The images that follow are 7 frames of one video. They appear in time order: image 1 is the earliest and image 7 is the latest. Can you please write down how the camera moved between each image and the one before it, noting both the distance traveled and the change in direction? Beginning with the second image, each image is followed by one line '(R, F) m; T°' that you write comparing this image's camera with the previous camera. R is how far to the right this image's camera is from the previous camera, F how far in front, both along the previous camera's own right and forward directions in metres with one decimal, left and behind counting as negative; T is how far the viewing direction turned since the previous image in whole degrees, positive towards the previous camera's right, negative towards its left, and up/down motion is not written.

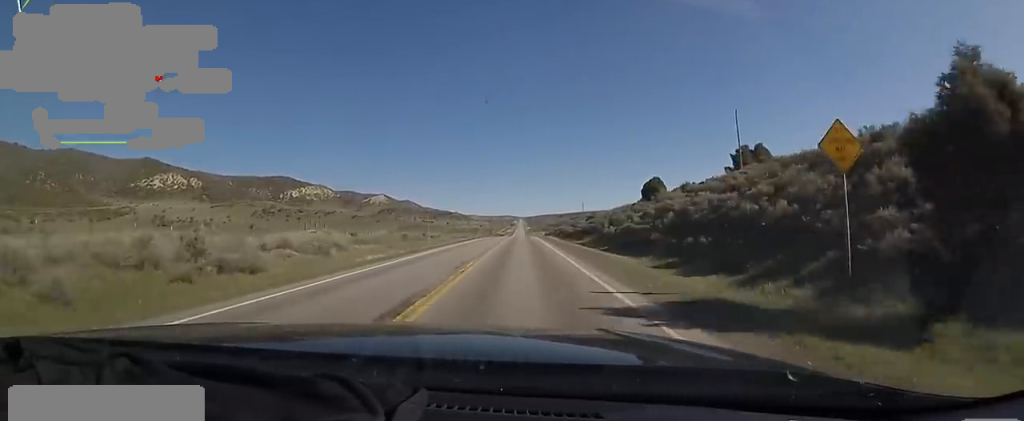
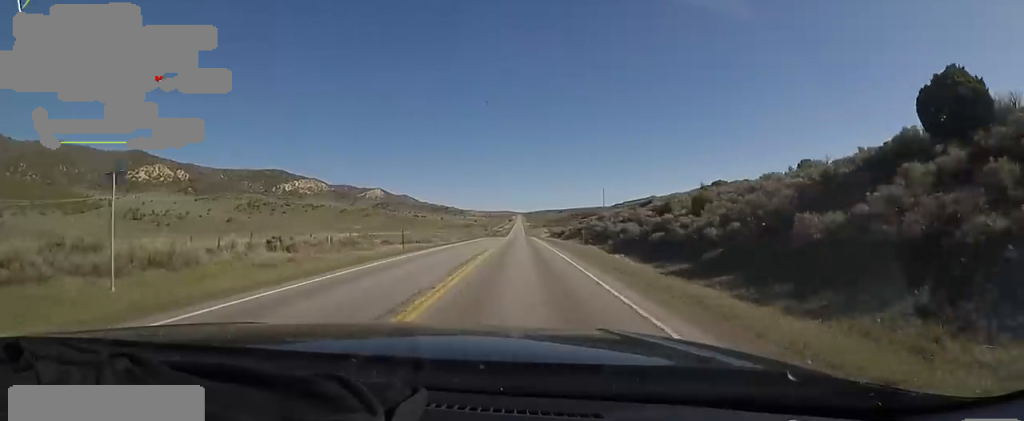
(-0.2, +46.8) m; 0°
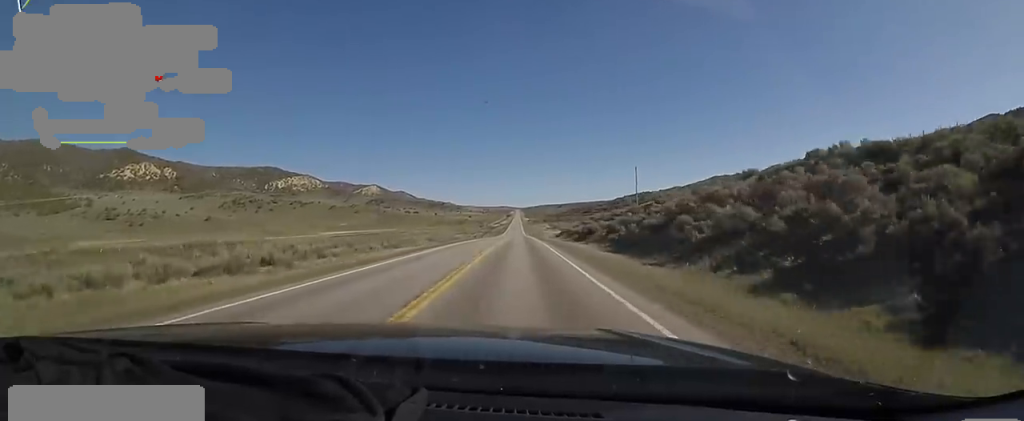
(+0.1, +39.6) m; +1°
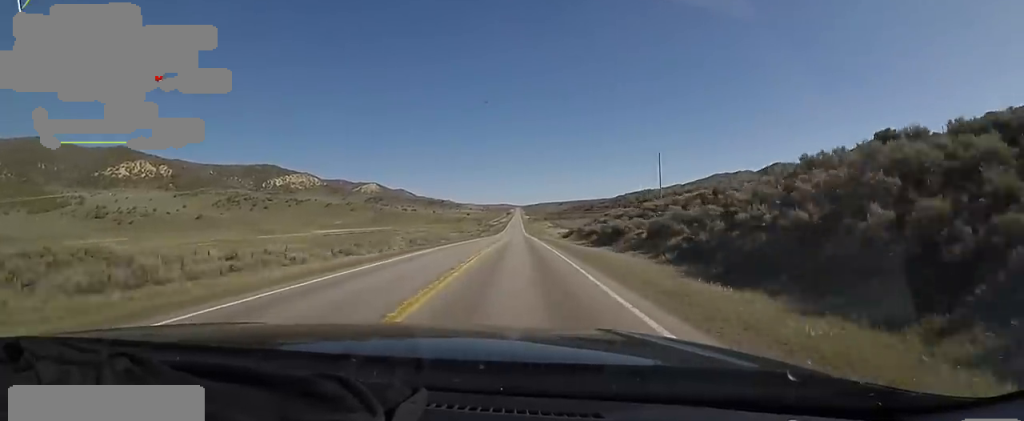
(-0.3, +16.0) m; +1°
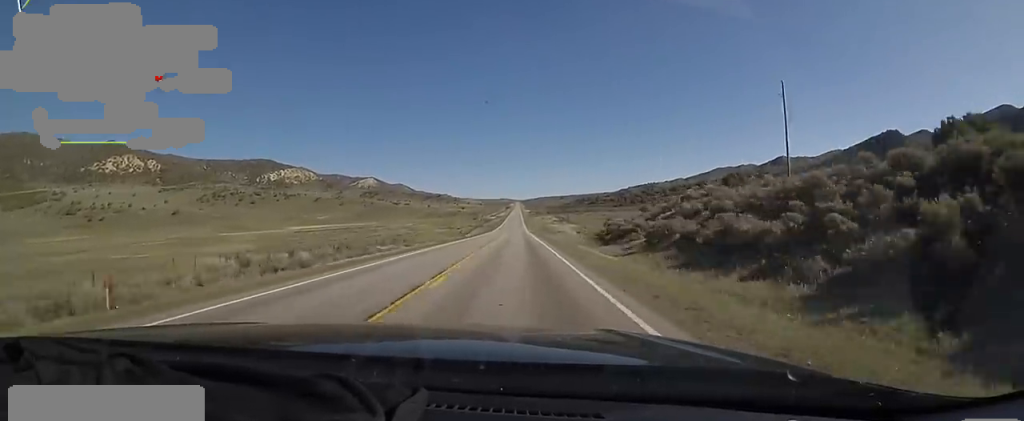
(+0.9, +38.2) m; 0°
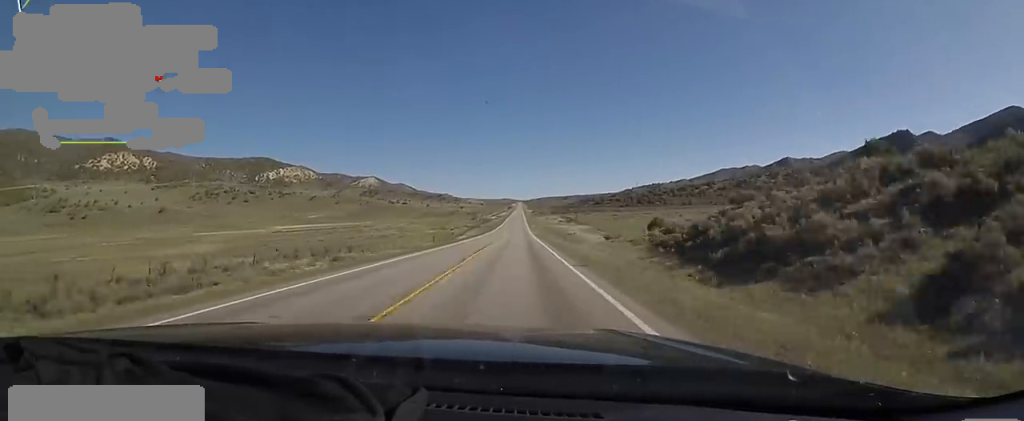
(-0.7, +23.4) m; -1°
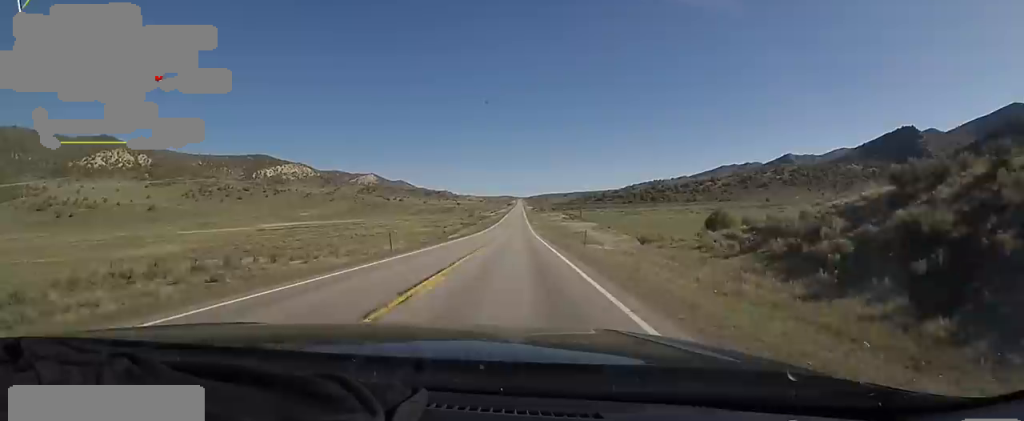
(0.0, +15.0) m; 0°
